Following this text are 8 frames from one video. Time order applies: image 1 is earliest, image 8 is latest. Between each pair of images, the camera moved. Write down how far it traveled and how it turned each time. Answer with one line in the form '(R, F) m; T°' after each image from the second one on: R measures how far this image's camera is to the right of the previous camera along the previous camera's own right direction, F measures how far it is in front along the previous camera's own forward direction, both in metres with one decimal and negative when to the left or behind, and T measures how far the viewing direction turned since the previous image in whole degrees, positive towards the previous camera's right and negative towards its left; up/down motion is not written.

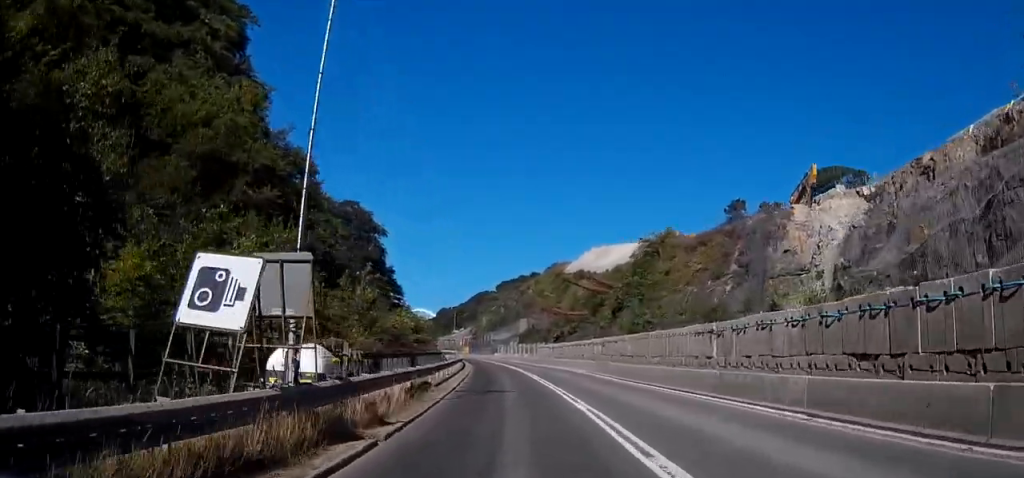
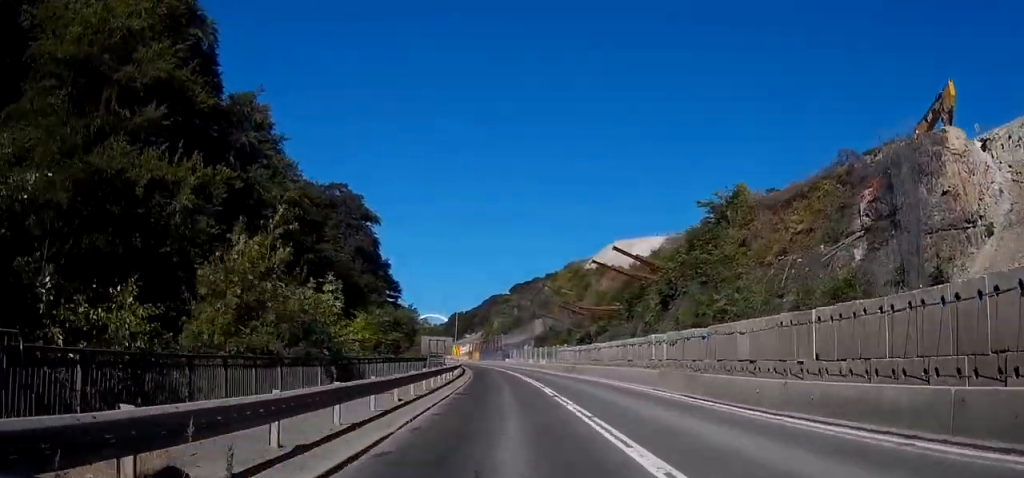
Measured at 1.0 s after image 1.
(-0.1, +16.7) m; -1°
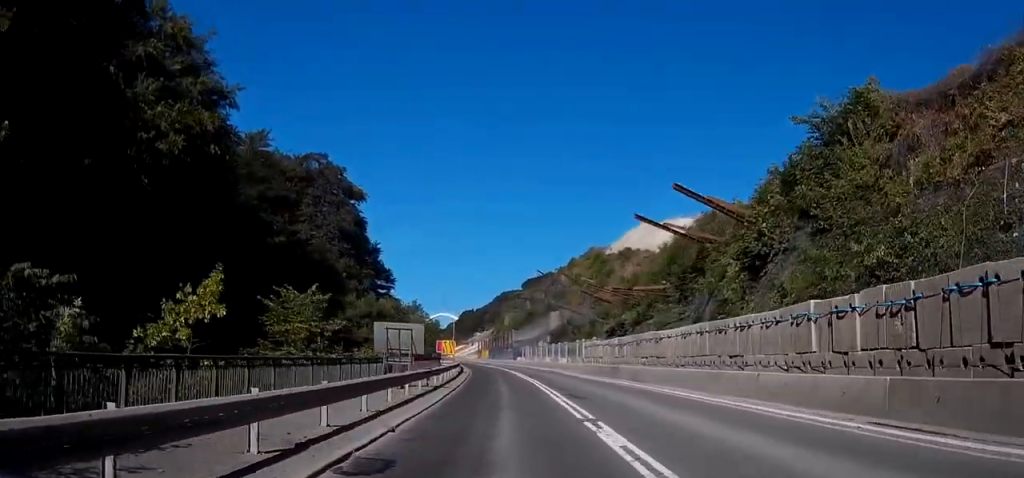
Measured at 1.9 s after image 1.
(-0.1, +16.3) m; -1°
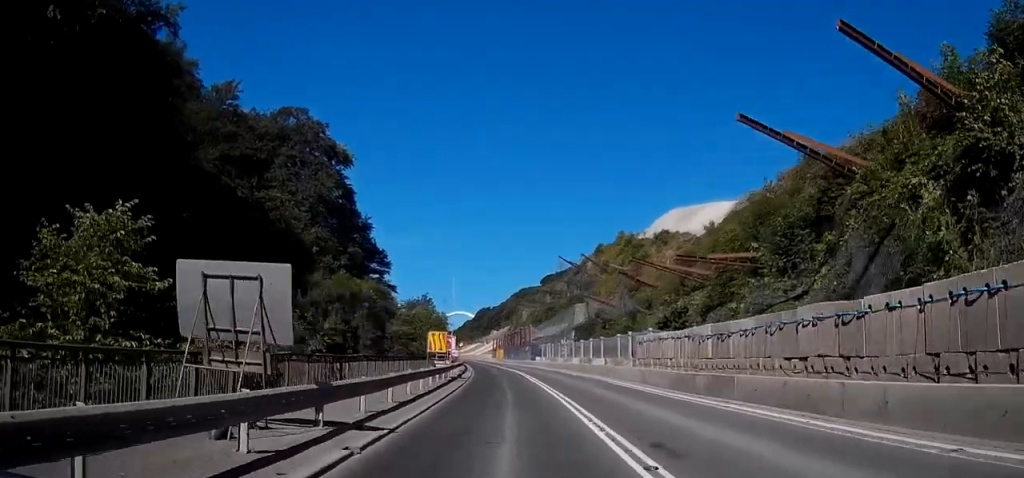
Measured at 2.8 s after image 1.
(-0.3, +16.2) m; -2°
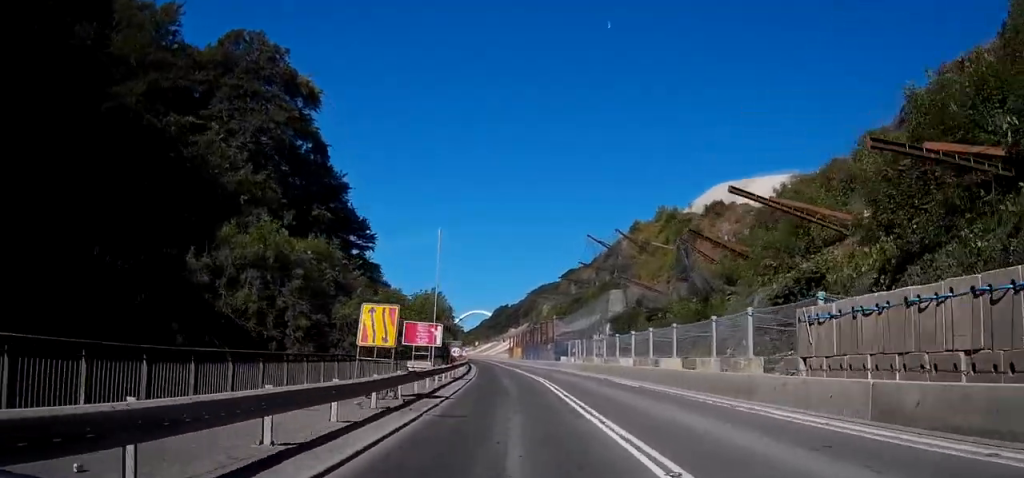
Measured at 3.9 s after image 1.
(-0.5, +18.5) m; -4°
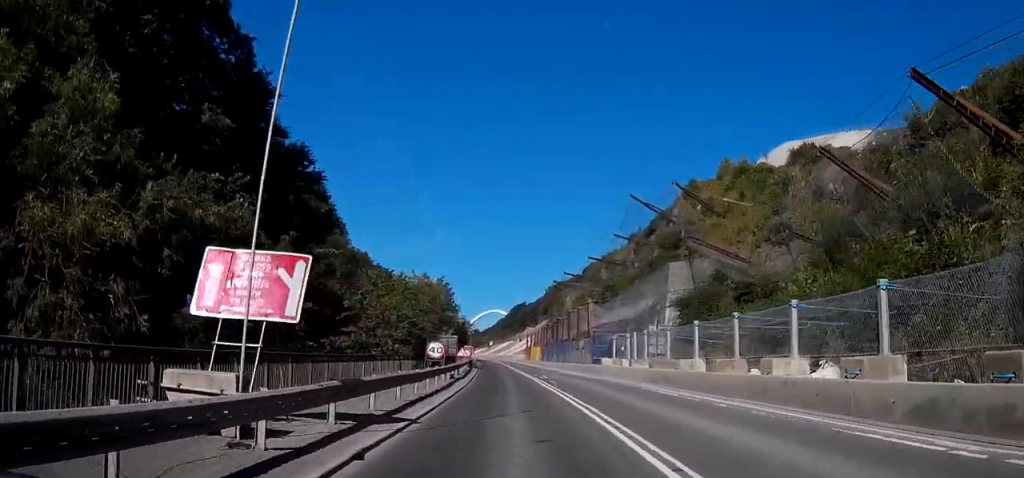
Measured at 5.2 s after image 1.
(-0.8, +22.6) m; -2°
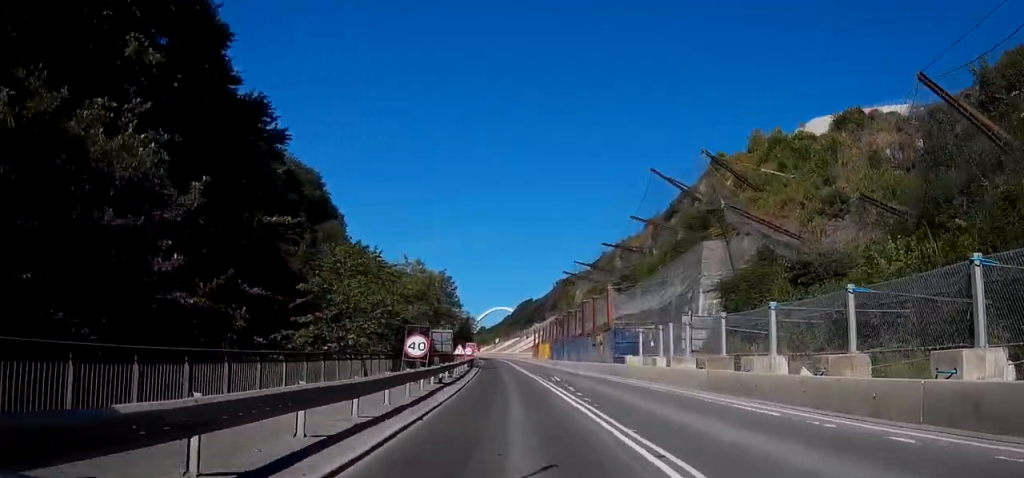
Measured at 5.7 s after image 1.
(0.0, +8.1) m; 0°
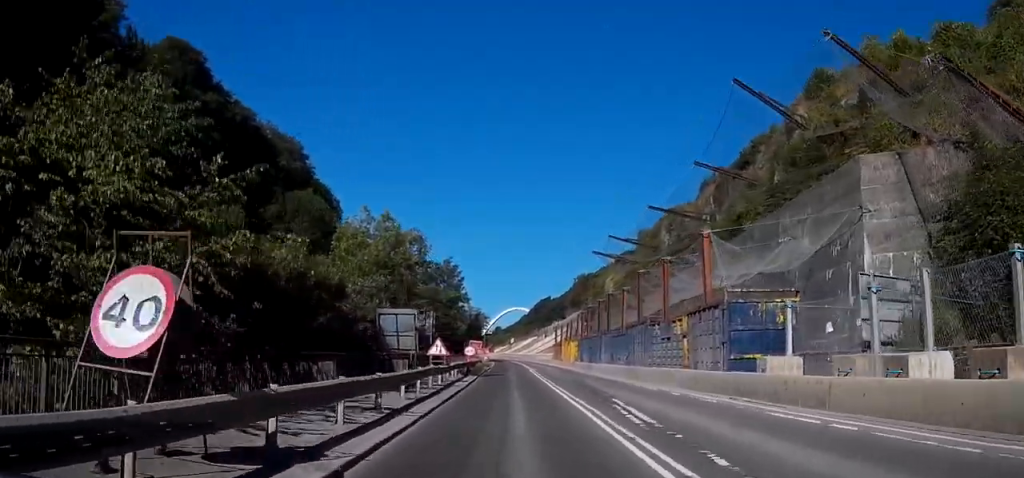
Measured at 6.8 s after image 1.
(0.0, +20.3) m; -1°
